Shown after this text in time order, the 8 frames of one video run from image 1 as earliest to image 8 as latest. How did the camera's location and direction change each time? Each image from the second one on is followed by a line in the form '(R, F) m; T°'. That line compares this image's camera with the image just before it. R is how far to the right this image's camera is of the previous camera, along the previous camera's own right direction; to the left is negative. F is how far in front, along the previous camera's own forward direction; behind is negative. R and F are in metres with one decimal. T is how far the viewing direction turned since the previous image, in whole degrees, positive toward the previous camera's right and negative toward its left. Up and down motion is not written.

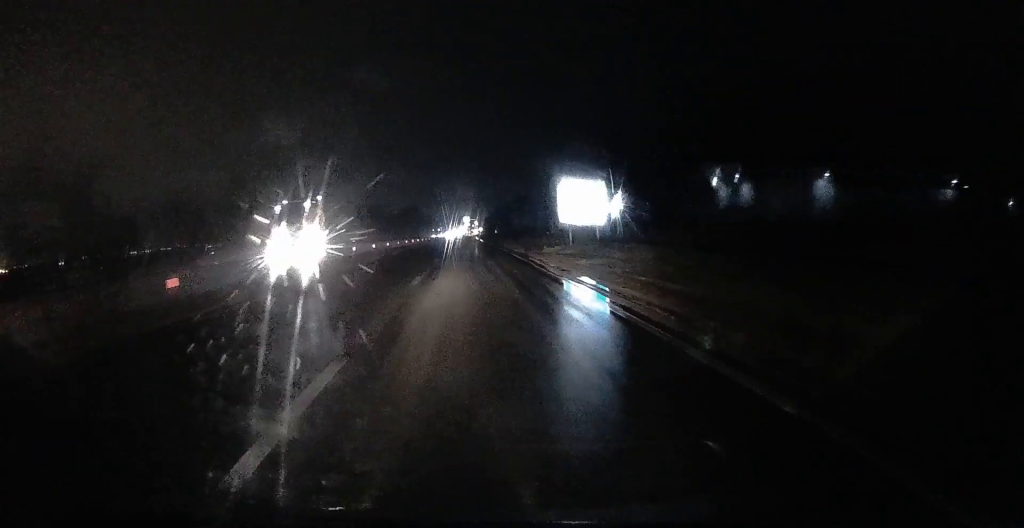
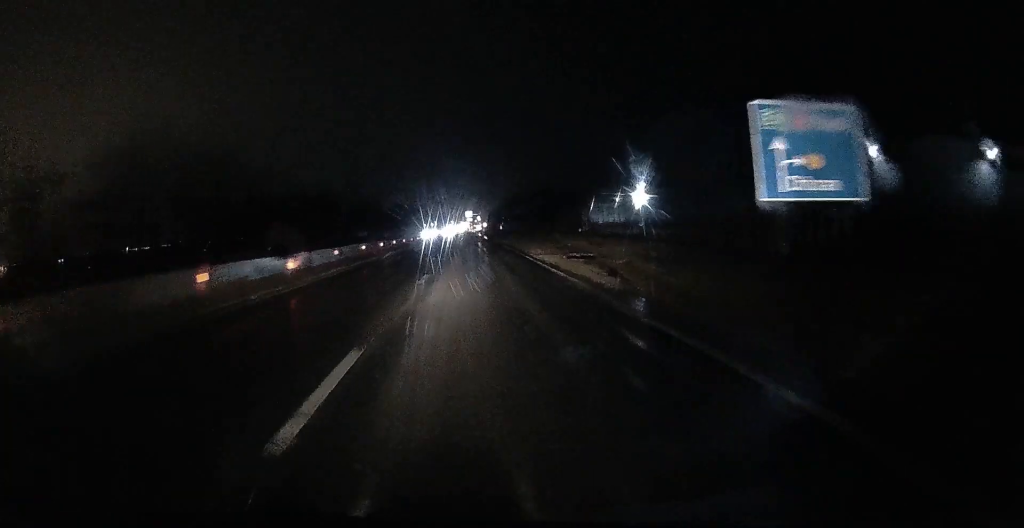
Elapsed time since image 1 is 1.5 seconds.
(0.0, +22.8) m; 0°
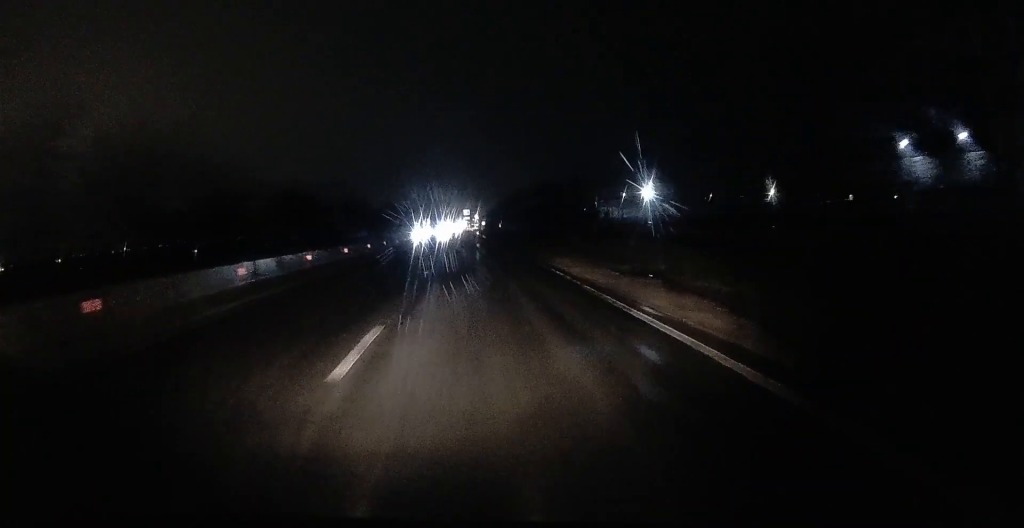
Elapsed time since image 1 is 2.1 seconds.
(0.0, +9.7) m; 0°
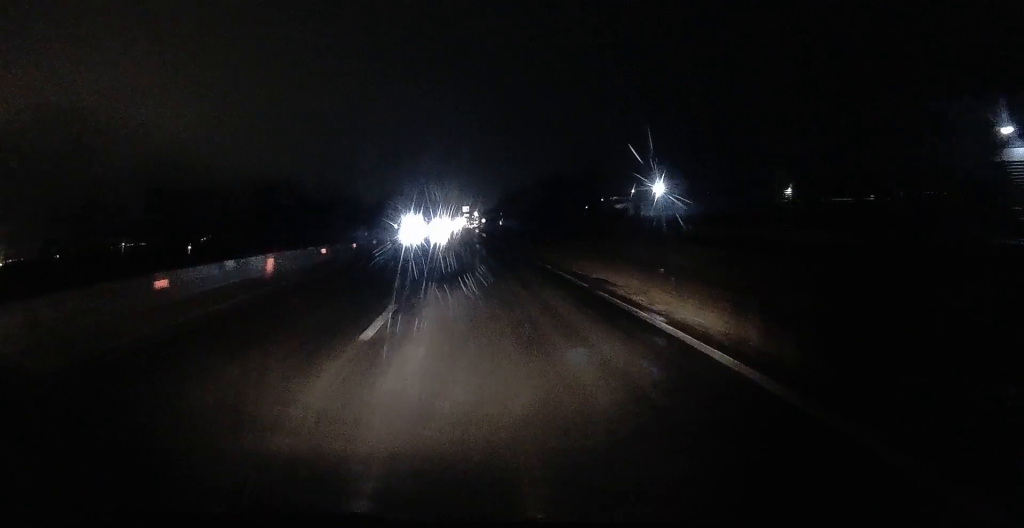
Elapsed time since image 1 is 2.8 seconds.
(+0.1, +9.7) m; 0°
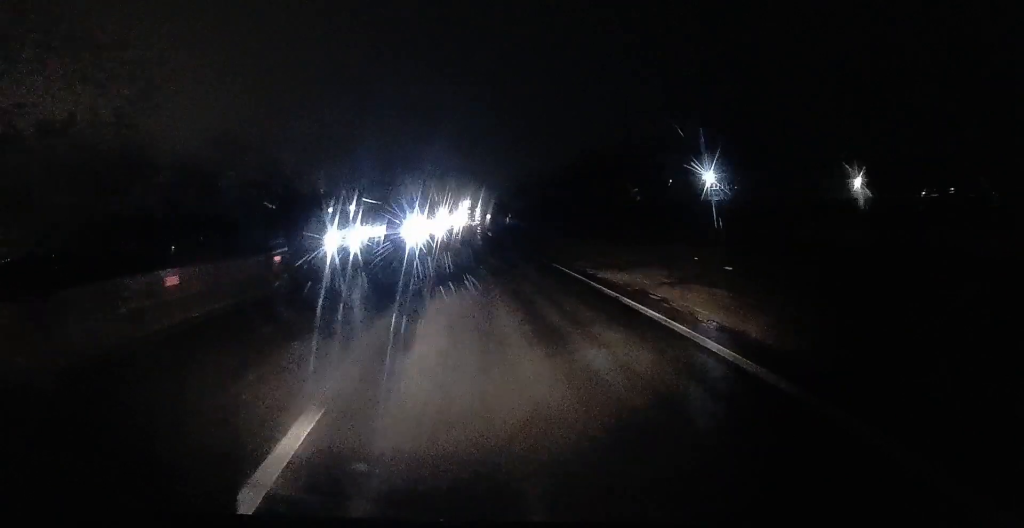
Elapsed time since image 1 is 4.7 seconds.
(+0.1, +30.3) m; 0°
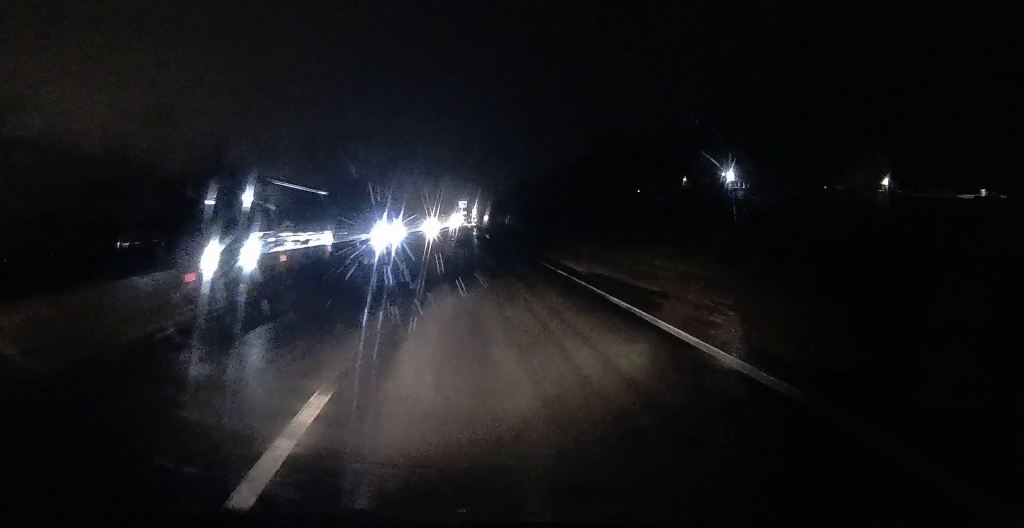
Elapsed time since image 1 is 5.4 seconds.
(0.0, +11.5) m; 0°
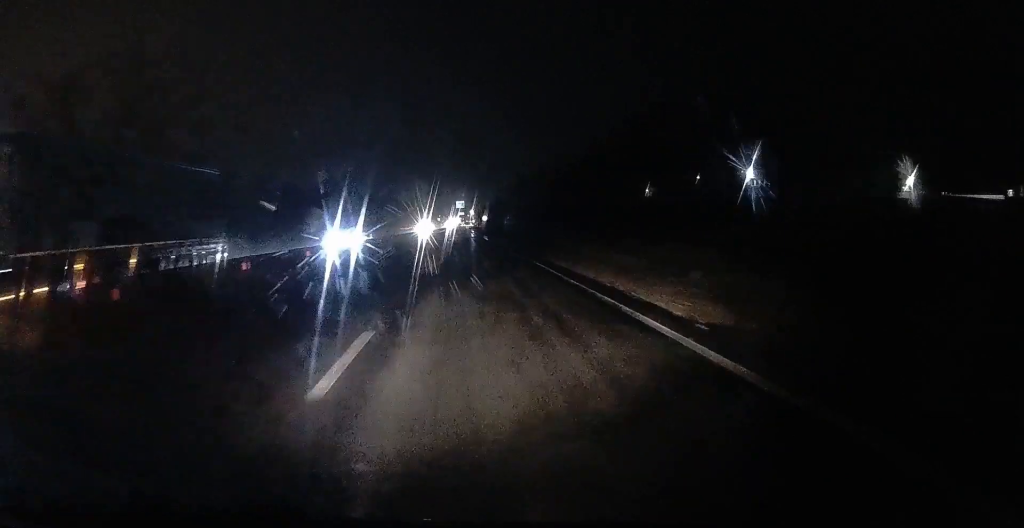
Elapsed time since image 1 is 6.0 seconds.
(0.0, +8.7) m; 0°
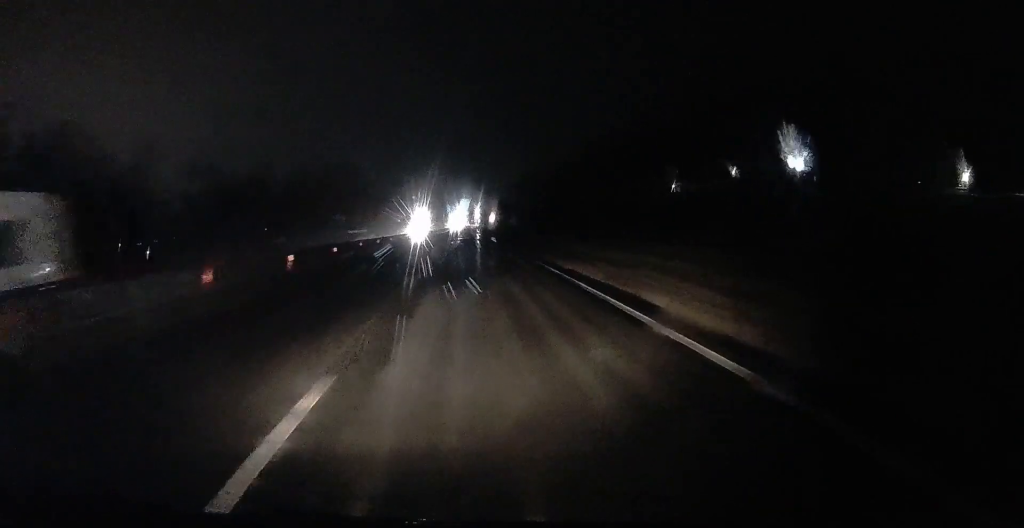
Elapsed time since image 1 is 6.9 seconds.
(0.0, +14.2) m; 0°
